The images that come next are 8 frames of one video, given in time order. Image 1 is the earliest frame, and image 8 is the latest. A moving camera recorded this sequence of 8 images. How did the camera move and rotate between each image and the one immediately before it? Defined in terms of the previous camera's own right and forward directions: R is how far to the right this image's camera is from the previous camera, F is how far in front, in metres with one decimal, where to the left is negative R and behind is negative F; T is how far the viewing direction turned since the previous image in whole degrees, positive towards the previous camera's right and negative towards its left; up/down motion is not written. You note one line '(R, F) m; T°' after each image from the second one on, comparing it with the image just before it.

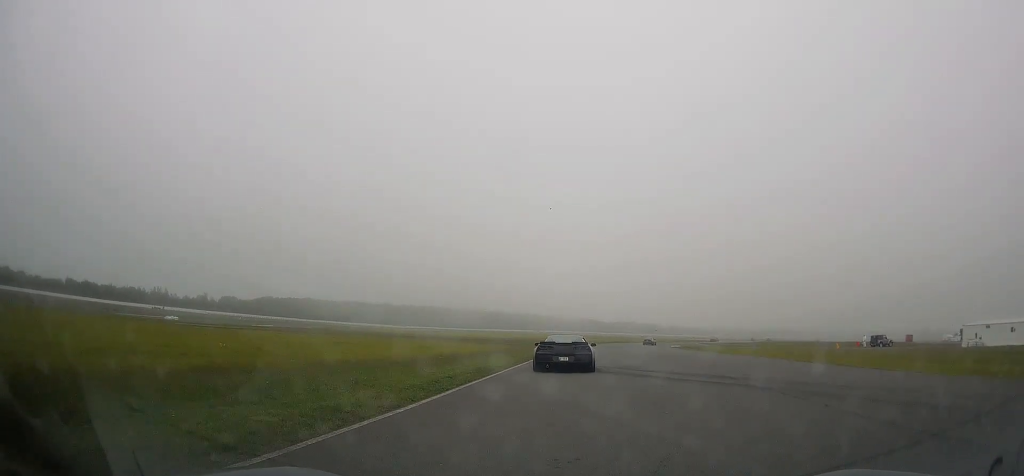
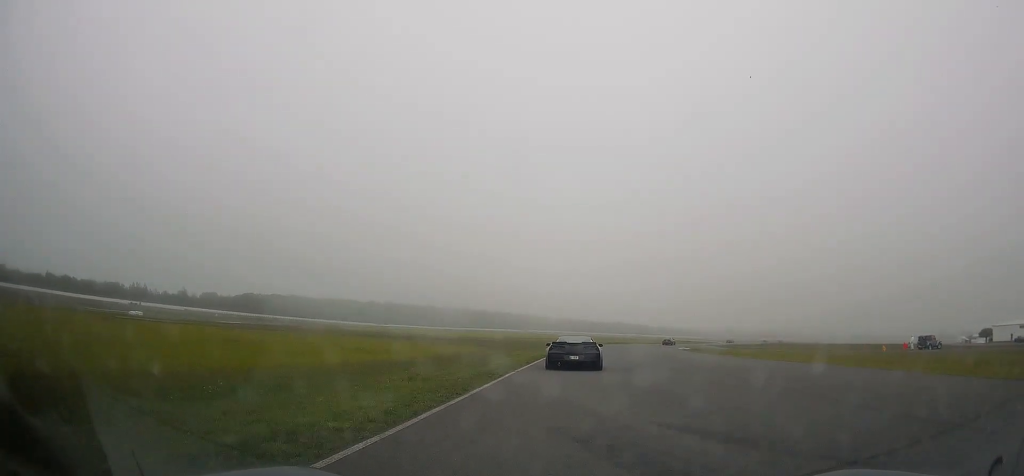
(-0.1, +14.9) m; +1°
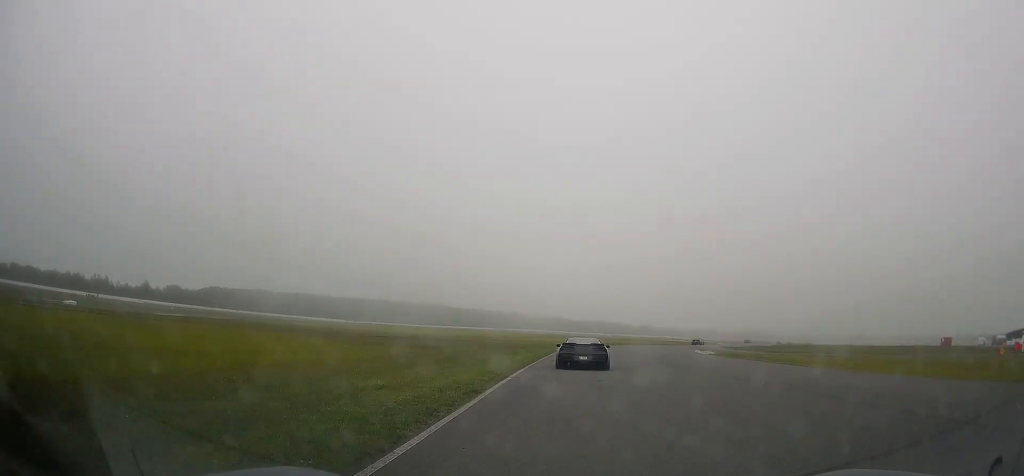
(+0.6, +23.9) m; +2°
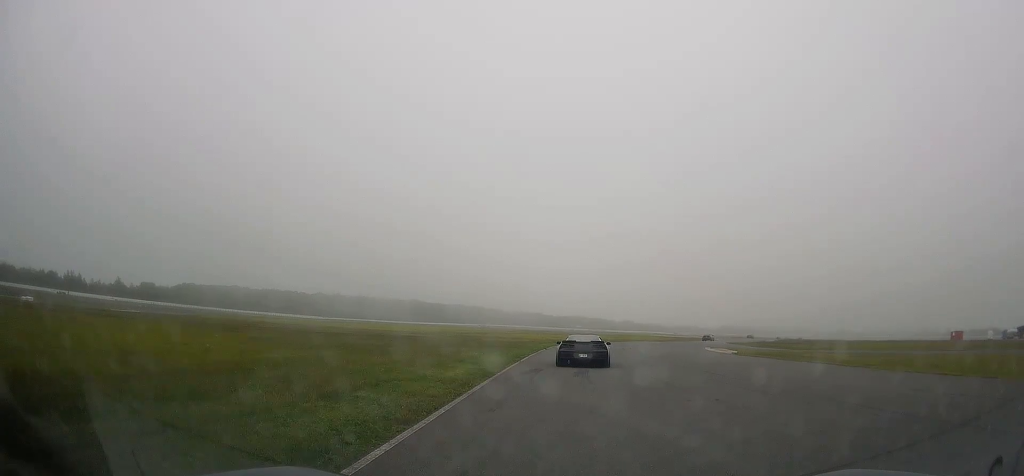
(+0.1, +13.2) m; +2°
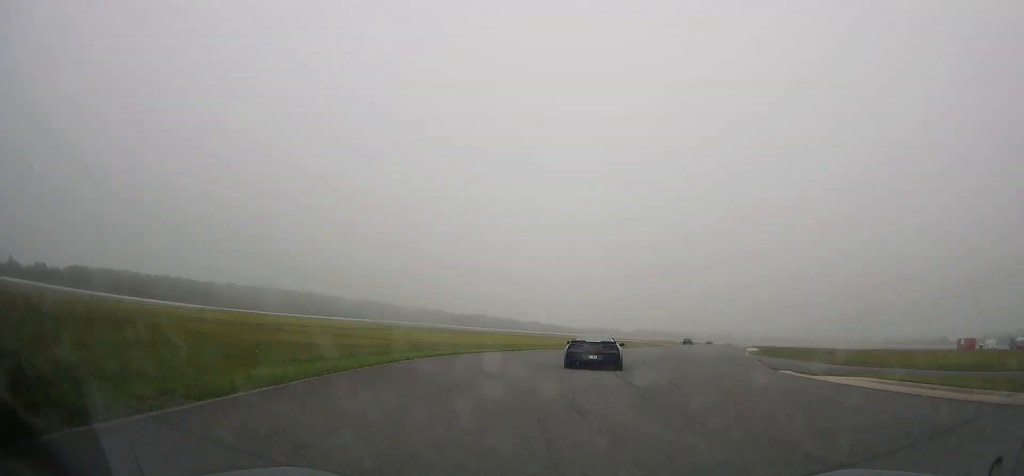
(+2.5, +39.4) m; +9°
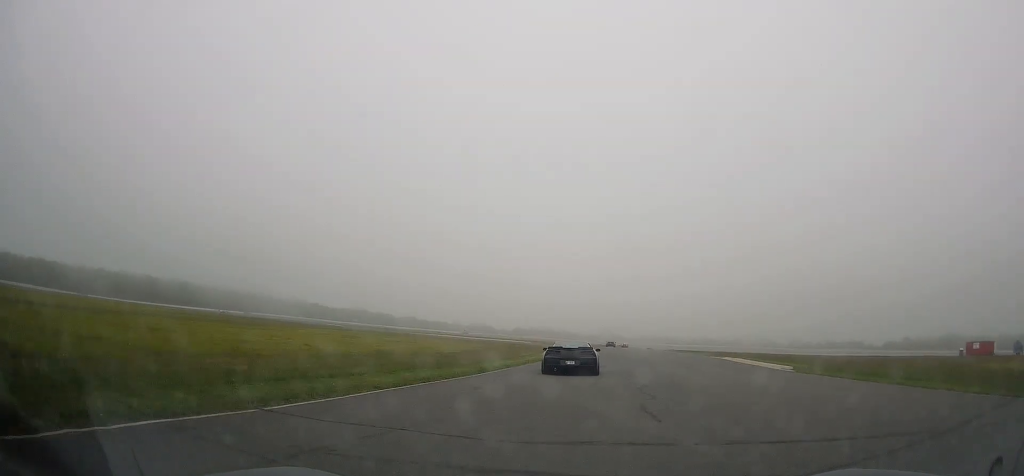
(+3.9, +40.2) m; +11°
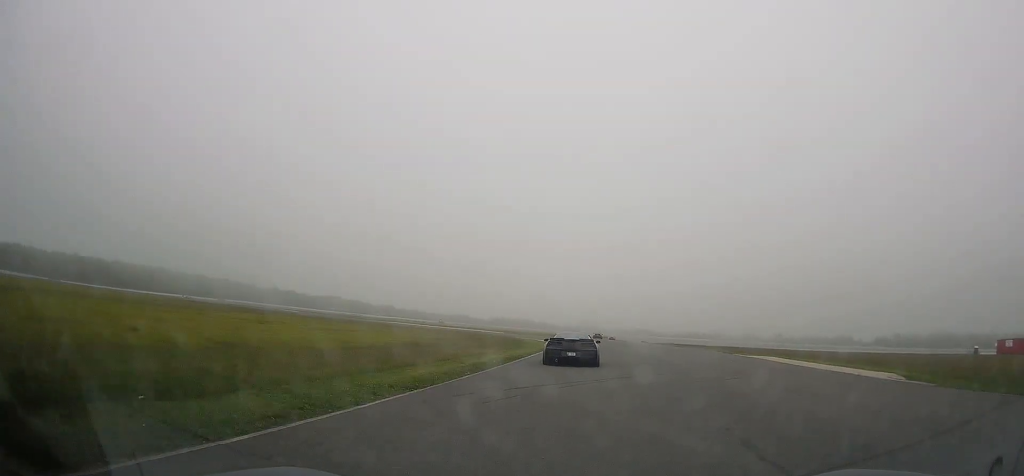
(+0.6, +14.3) m; +3°
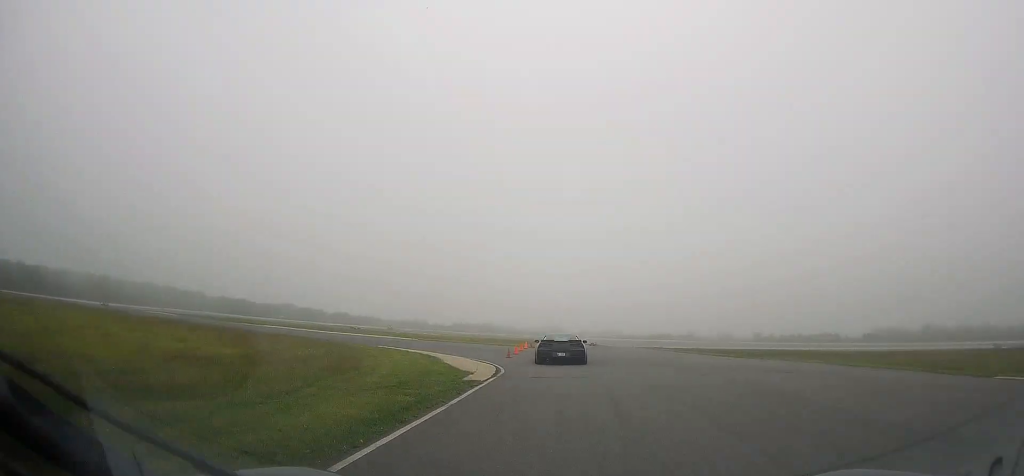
(+1.9, +34.2) m; +5°
